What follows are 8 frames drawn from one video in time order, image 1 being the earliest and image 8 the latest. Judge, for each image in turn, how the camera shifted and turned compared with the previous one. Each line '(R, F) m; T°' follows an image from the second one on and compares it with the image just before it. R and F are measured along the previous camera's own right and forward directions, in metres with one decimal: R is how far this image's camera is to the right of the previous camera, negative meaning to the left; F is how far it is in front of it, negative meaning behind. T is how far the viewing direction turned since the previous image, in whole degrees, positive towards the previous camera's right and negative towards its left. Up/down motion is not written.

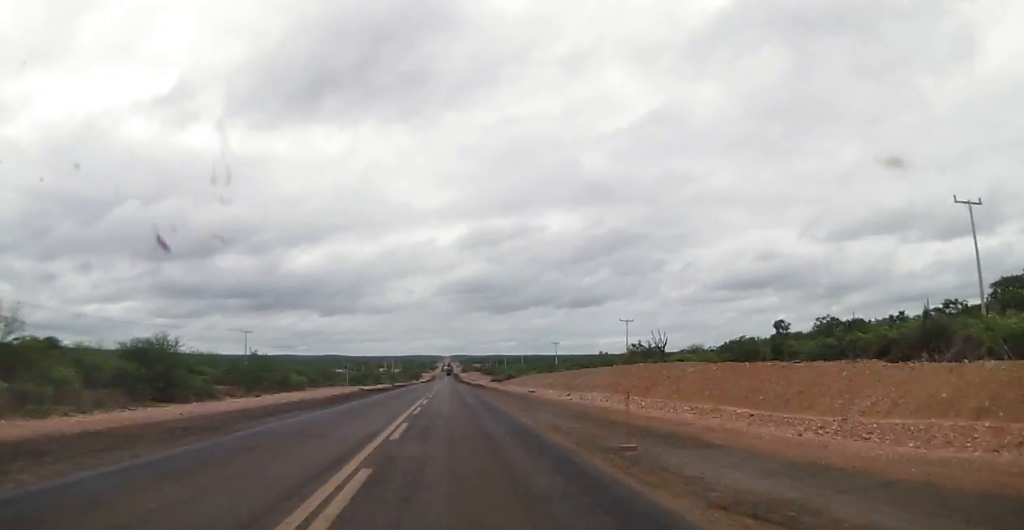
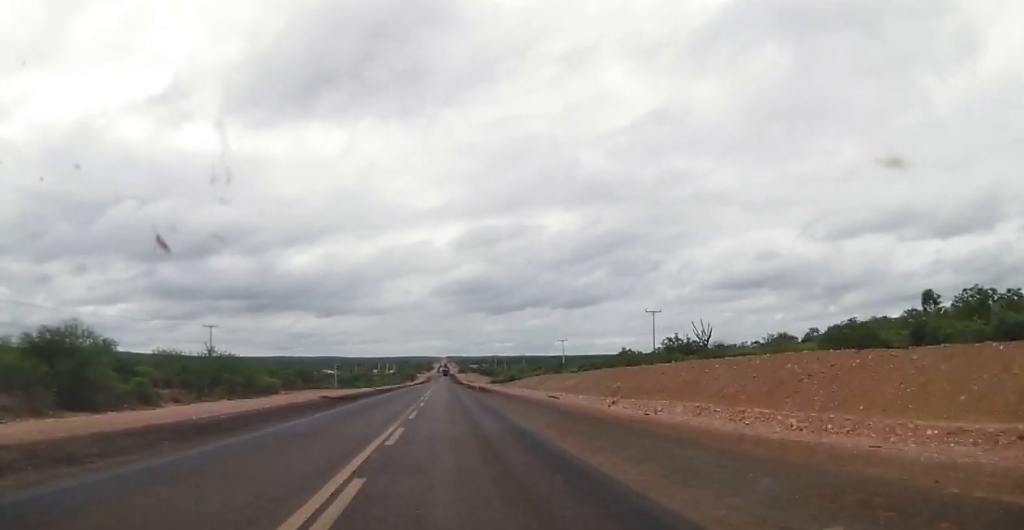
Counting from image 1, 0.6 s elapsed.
(-0.4, +17.4) m; 0°
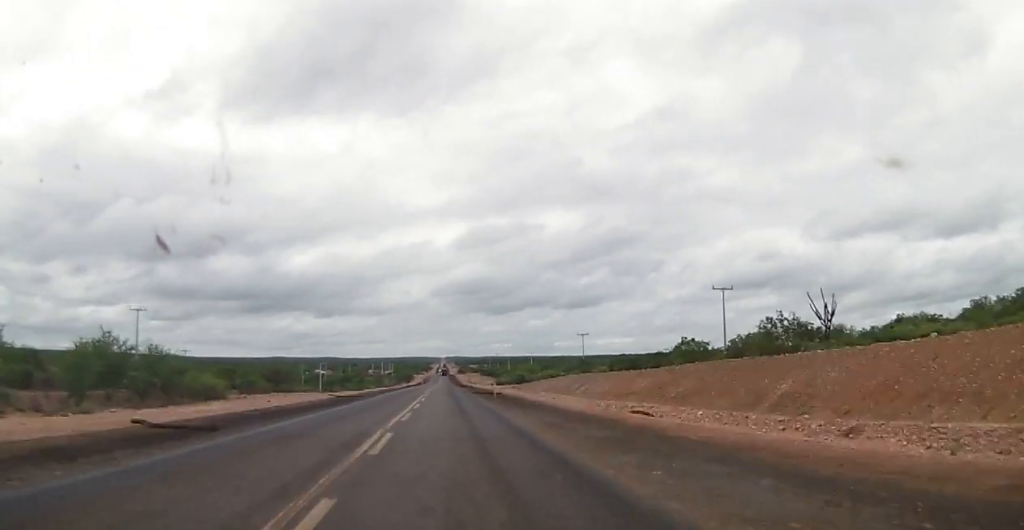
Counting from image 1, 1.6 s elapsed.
(+0.2, +26.5) m; +1°
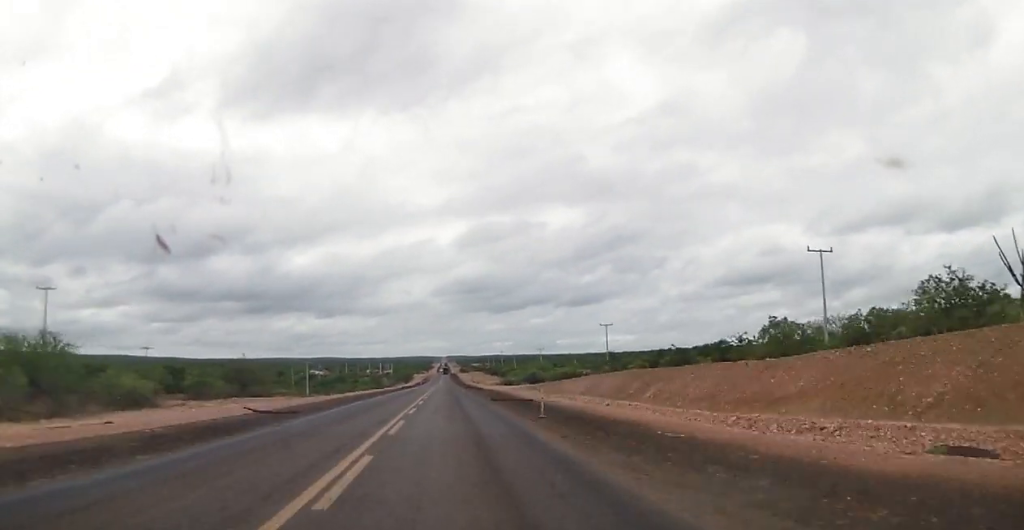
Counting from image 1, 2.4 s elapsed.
(+0.2, +21.0) m; 0°
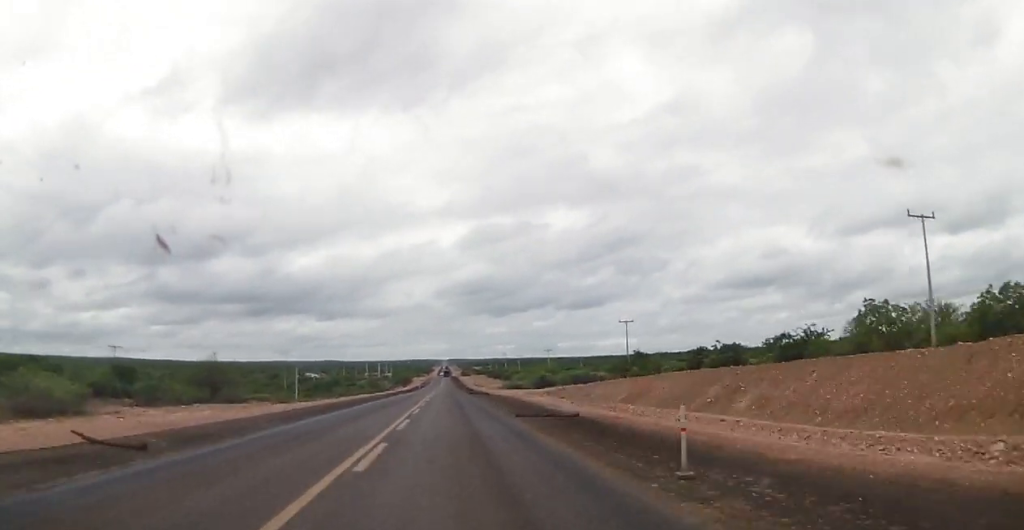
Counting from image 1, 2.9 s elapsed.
(0.0, +13.7) m; 0°
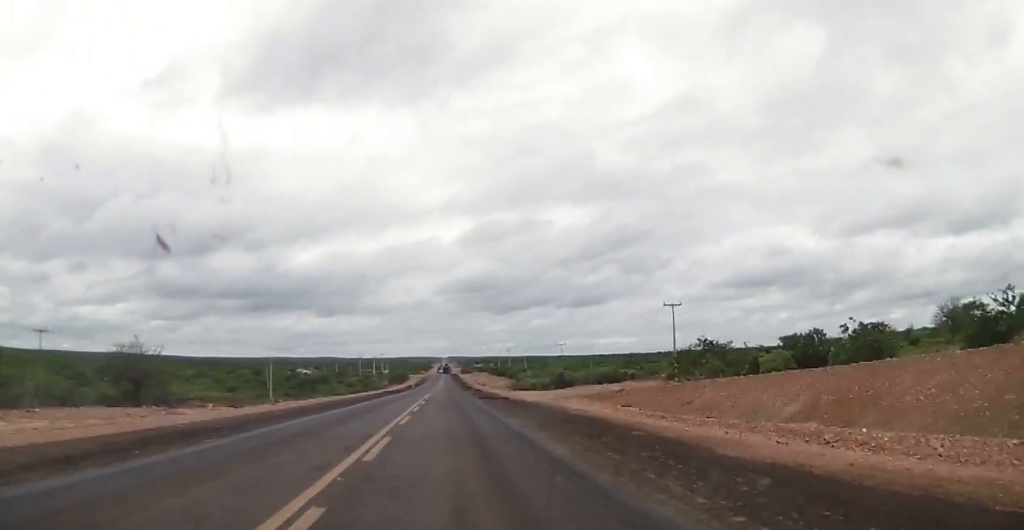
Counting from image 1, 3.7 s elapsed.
(-0.1, +23.8) m; 0°
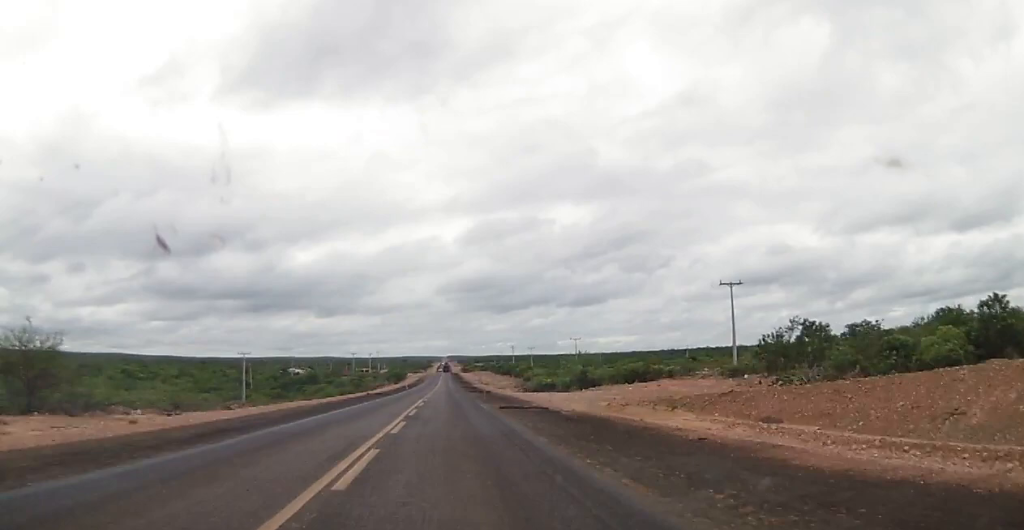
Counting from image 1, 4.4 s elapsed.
(0.0, +19.3) m; 0°
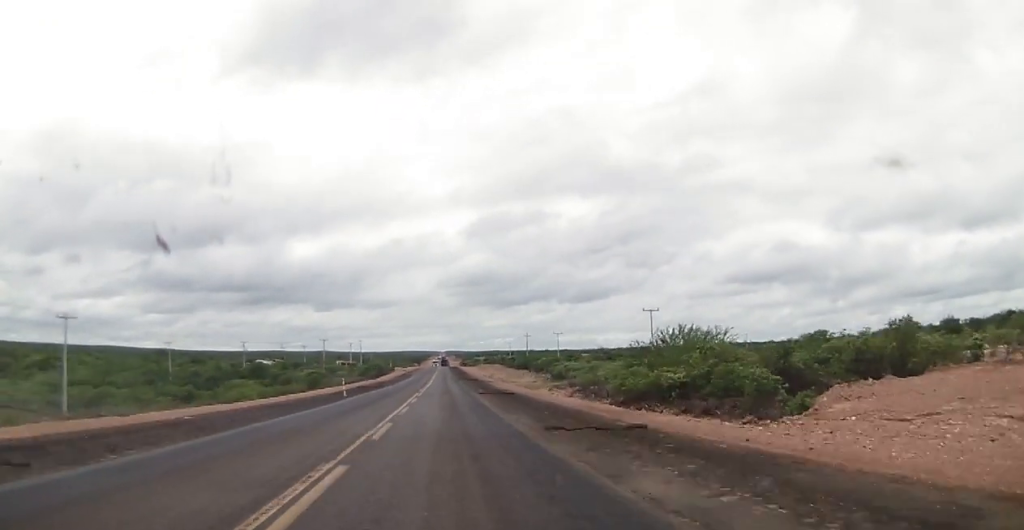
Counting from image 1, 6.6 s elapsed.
(-0.1, +60.3) m; 0°
